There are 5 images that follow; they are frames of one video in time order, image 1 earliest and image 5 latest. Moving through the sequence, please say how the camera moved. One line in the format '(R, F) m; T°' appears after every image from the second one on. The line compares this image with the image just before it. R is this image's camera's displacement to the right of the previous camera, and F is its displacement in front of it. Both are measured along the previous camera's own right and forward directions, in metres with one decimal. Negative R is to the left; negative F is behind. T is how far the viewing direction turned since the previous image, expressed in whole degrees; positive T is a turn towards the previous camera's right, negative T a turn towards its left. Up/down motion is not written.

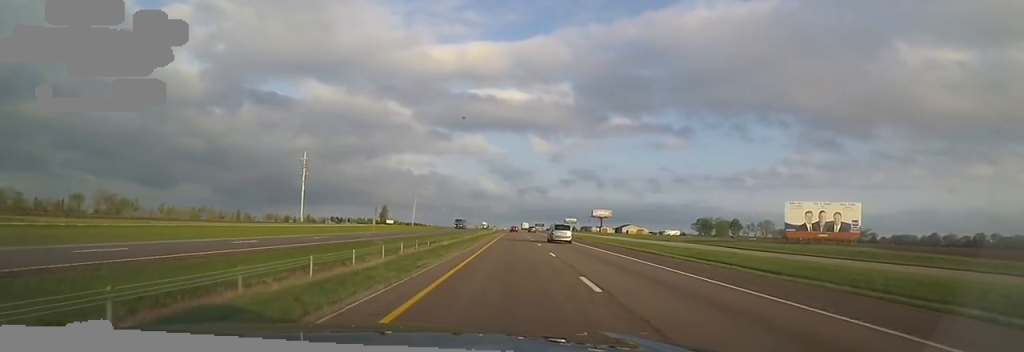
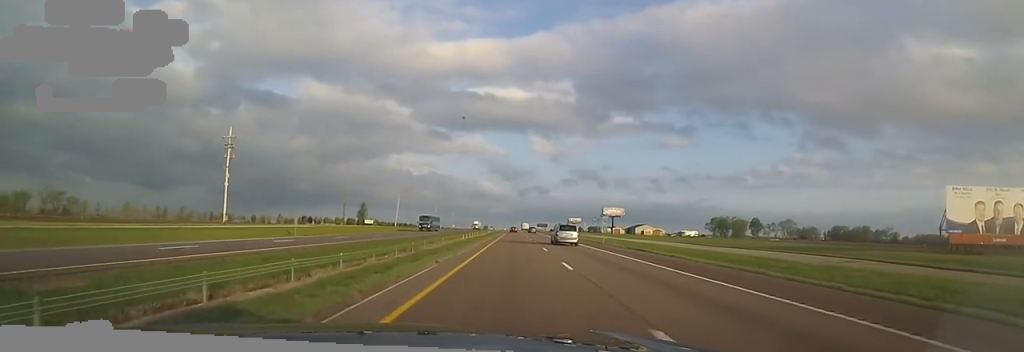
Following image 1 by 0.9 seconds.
(+0.2, +31.2) m; +2°
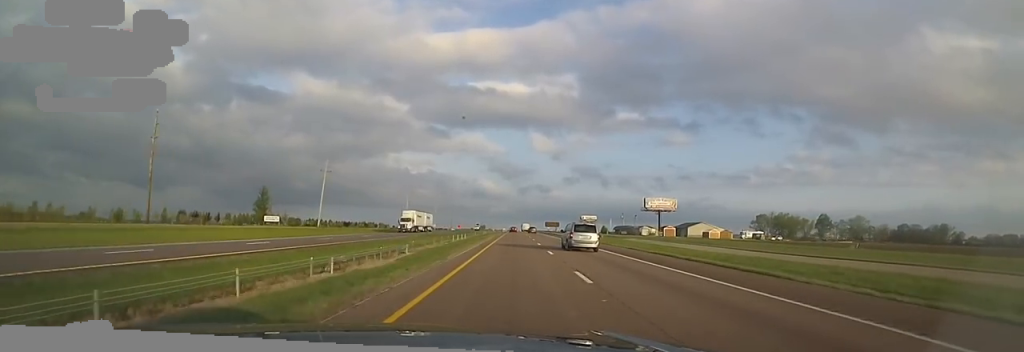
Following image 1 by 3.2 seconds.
(+1.6, +77.2) m; -1°
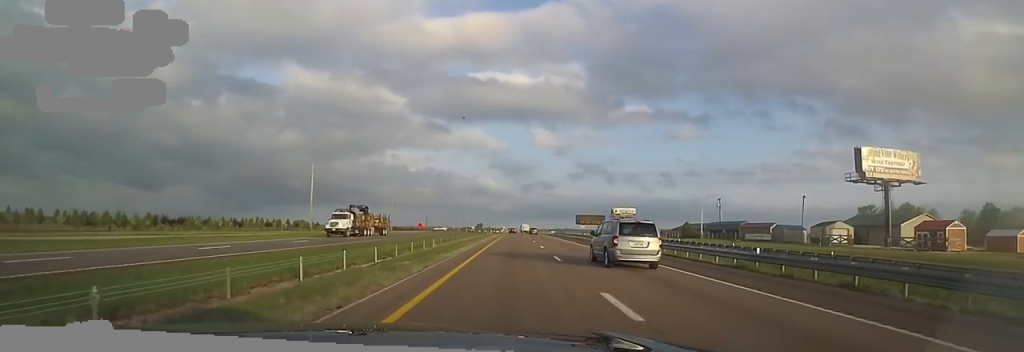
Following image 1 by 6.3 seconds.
(+1.0, +101.8) m; 0°
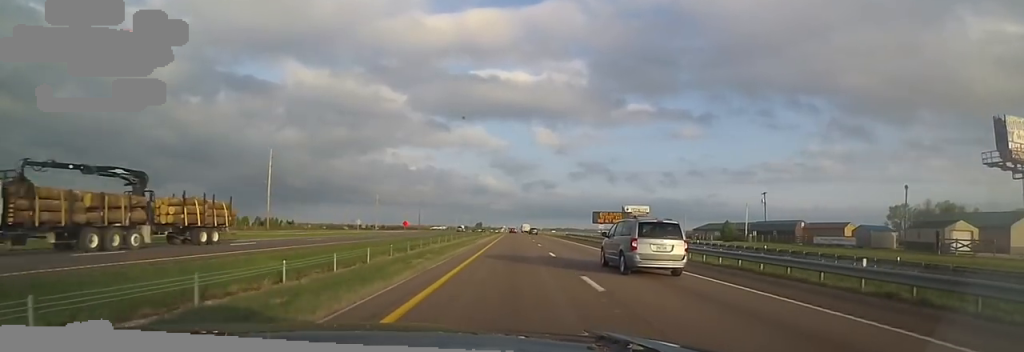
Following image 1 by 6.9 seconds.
(-0.9, +20.3) m; 0°
